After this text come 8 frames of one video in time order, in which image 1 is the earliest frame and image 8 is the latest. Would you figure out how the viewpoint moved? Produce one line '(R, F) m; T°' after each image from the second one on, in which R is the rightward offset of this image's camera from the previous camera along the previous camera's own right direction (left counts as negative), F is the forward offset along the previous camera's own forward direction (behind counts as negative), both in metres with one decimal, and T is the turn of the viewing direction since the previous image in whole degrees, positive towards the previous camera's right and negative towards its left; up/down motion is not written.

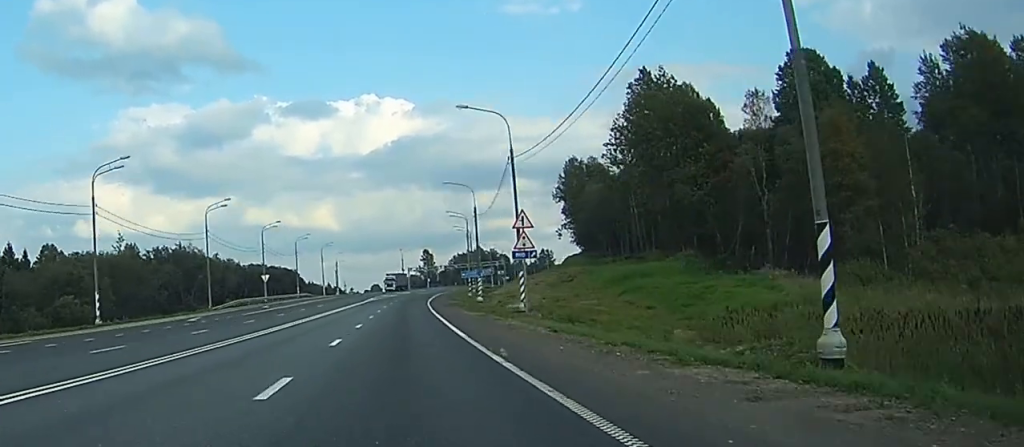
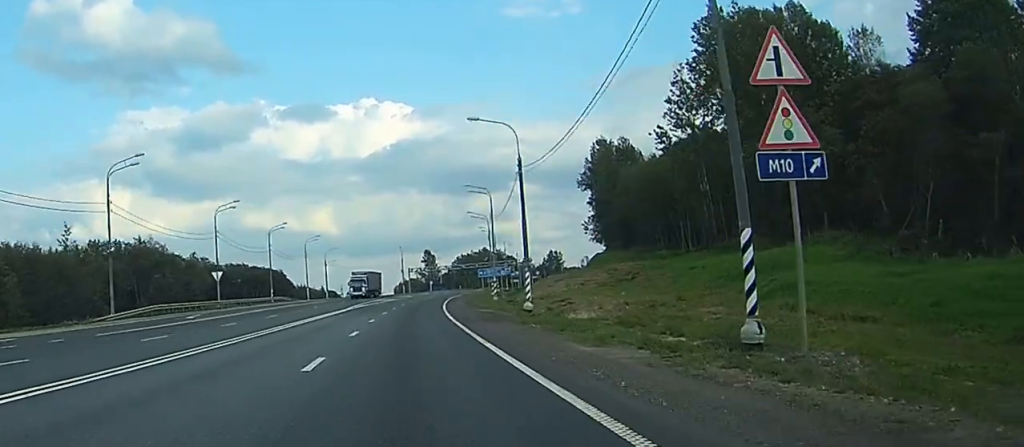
(+0.3, +32.0) m; +1°
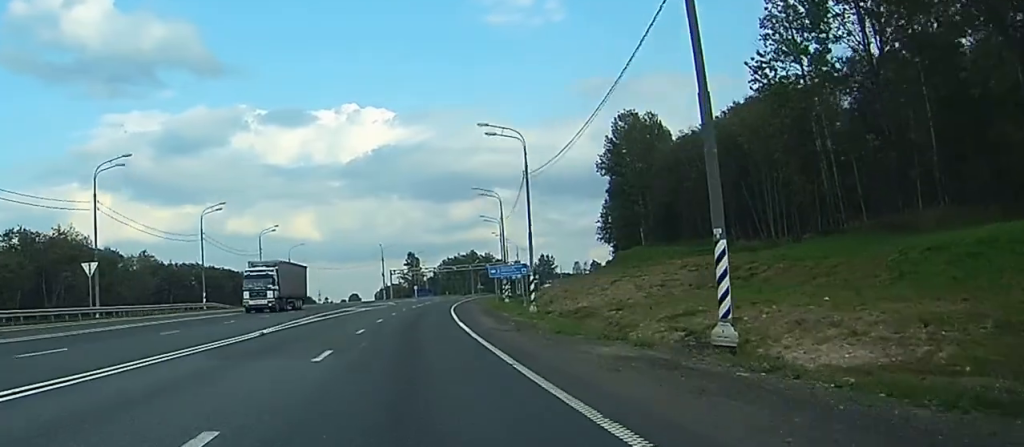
(-0.1, +33.6) m; 0°
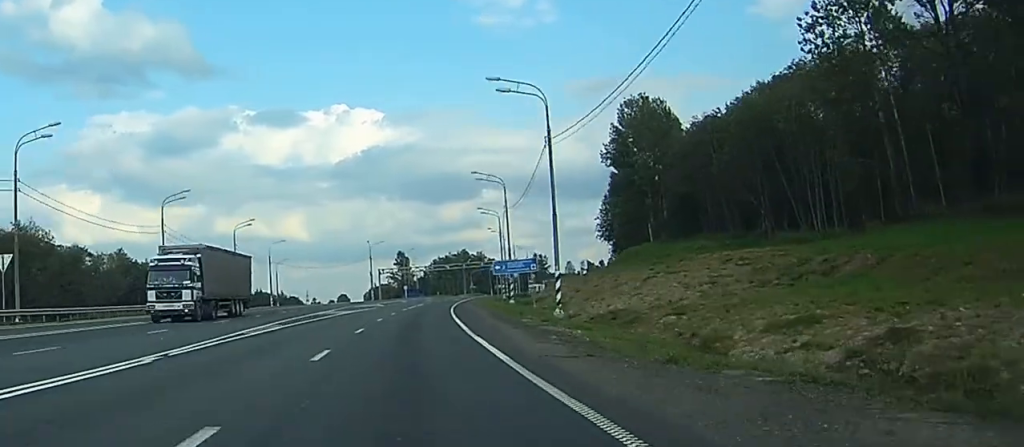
(-0.2, +11.7) m; 0°
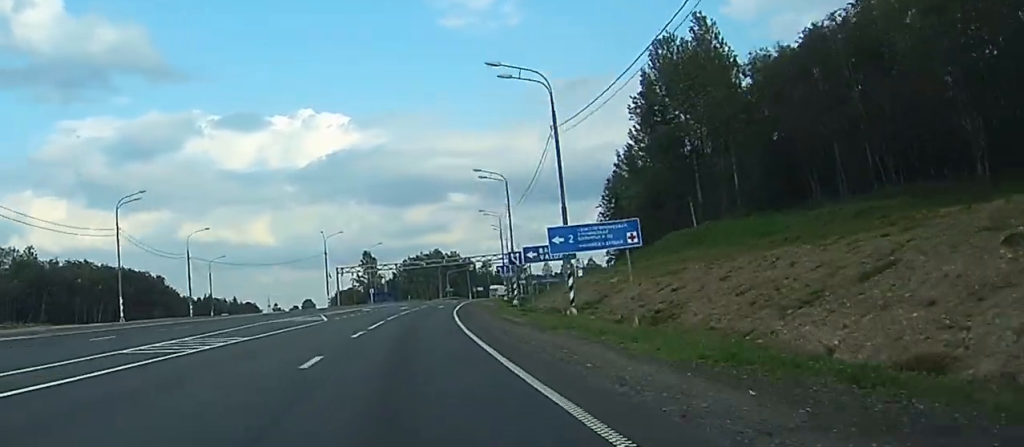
(+1.1, +37.2) m; +2°
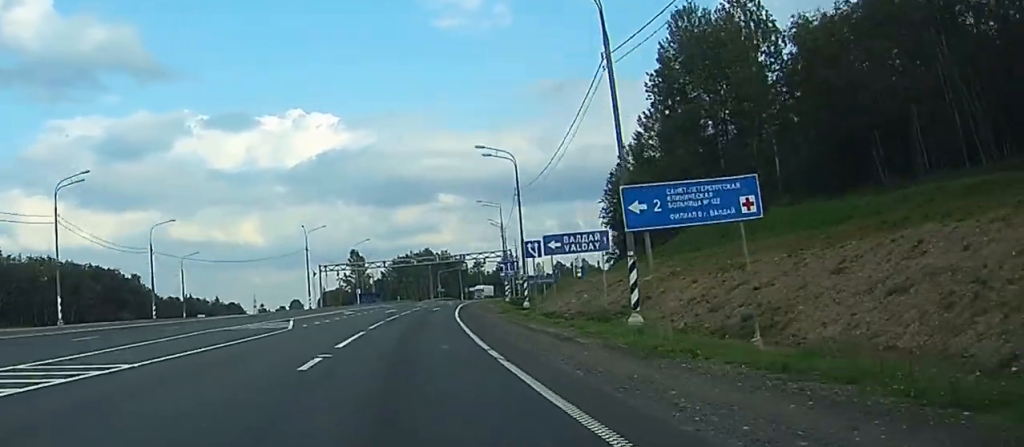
(0.0, +12.3) m; +1°
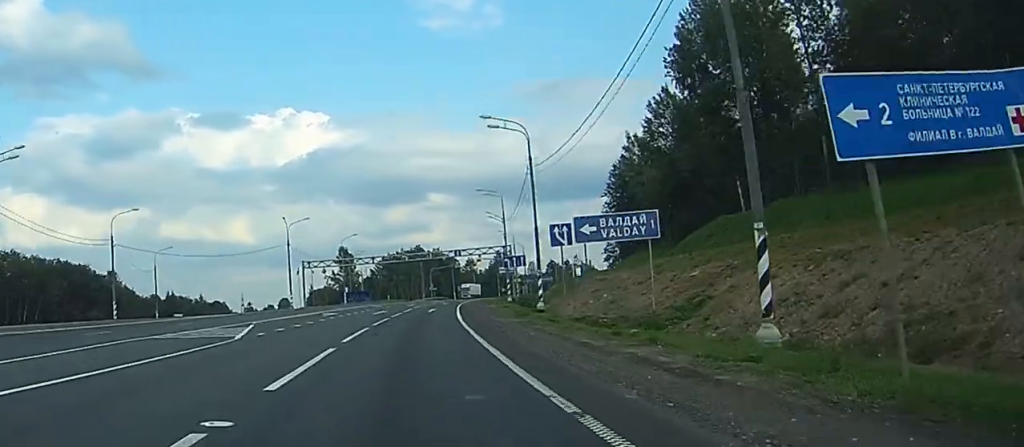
(+0.2, +10.6) m; +1°
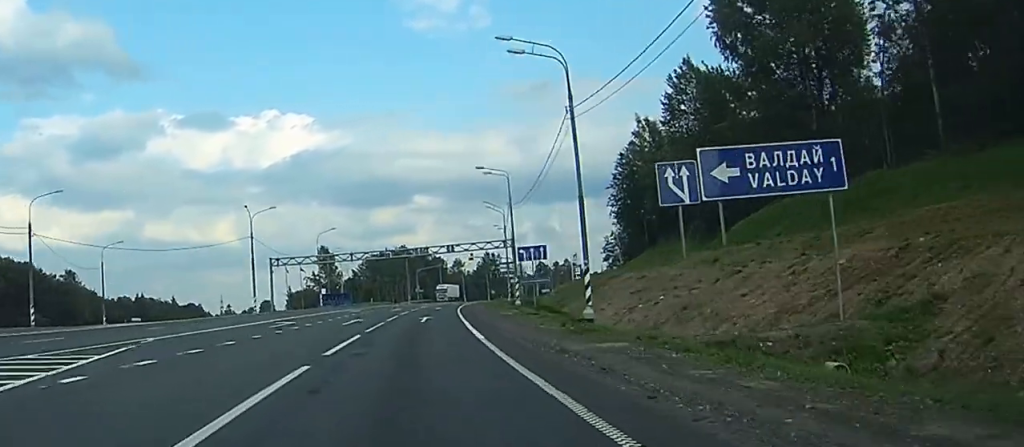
(+0.2, +17.1) m; -1°
